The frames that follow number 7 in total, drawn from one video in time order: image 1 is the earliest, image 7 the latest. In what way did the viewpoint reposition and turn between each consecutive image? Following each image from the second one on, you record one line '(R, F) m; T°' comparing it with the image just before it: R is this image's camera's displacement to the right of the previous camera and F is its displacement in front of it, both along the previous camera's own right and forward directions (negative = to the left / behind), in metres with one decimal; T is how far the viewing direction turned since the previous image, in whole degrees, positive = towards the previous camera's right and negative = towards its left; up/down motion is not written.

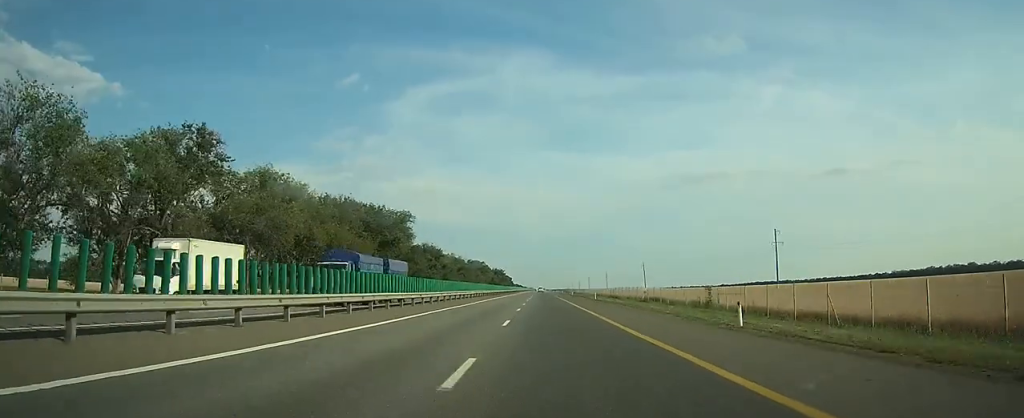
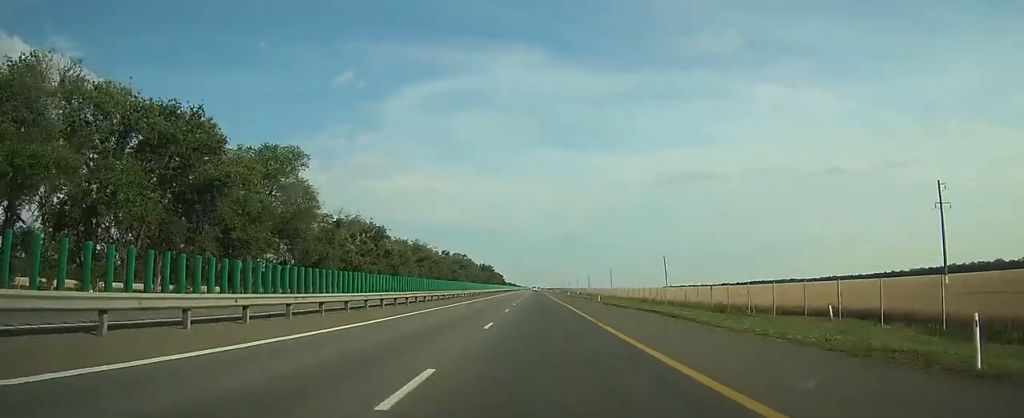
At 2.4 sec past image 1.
(+0.2, +61.8) m; 0°
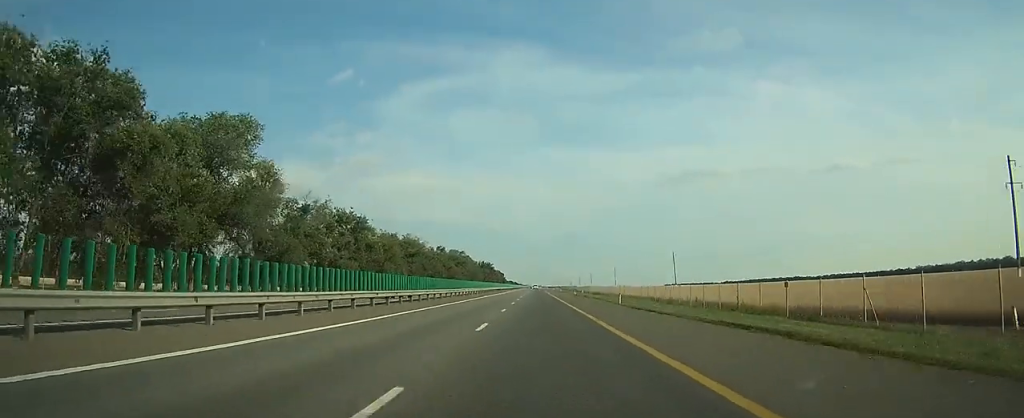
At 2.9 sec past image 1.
(0.0, +13.8) m; 0°
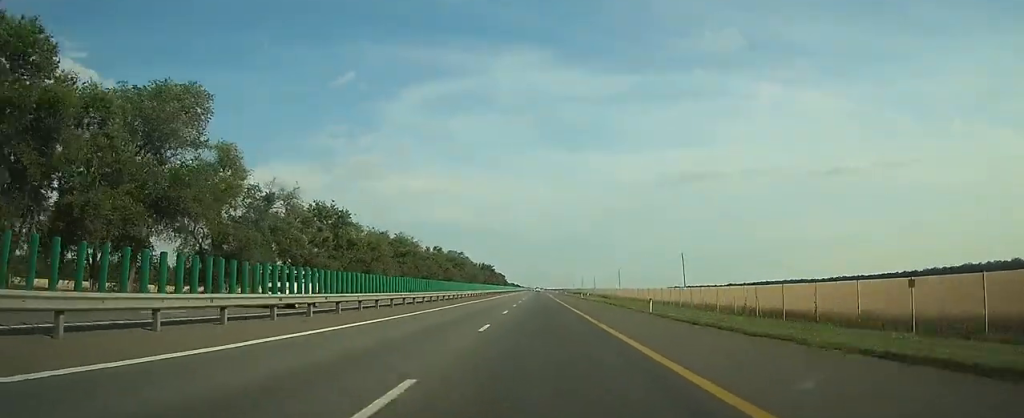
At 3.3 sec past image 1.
(0.0, +11.2) m; 0°
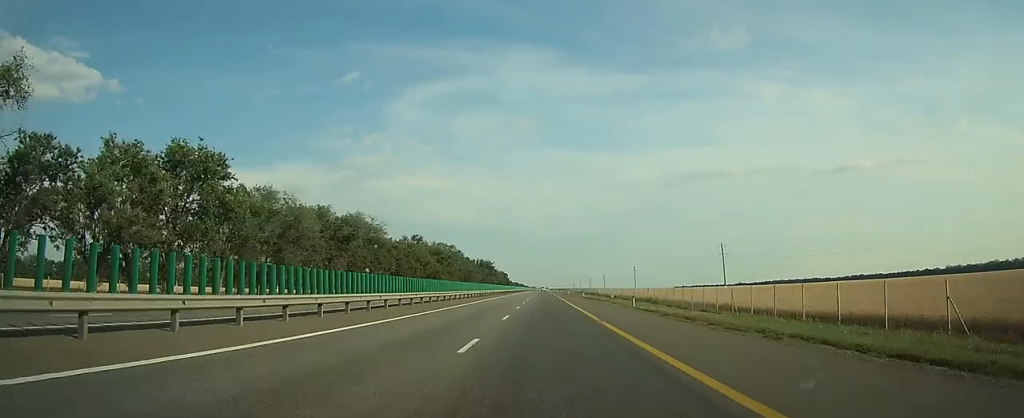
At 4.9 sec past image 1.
(-0.1, +41.3) m; 0°
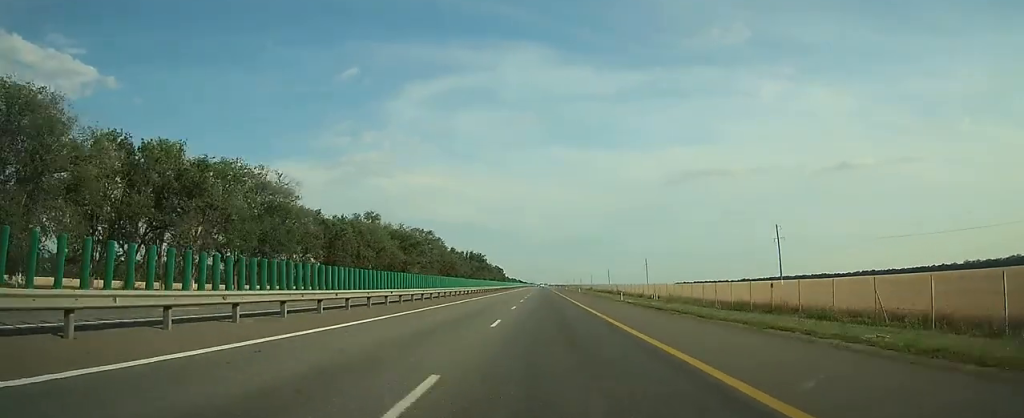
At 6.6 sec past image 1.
(-0.1, +42.2) m; 0°
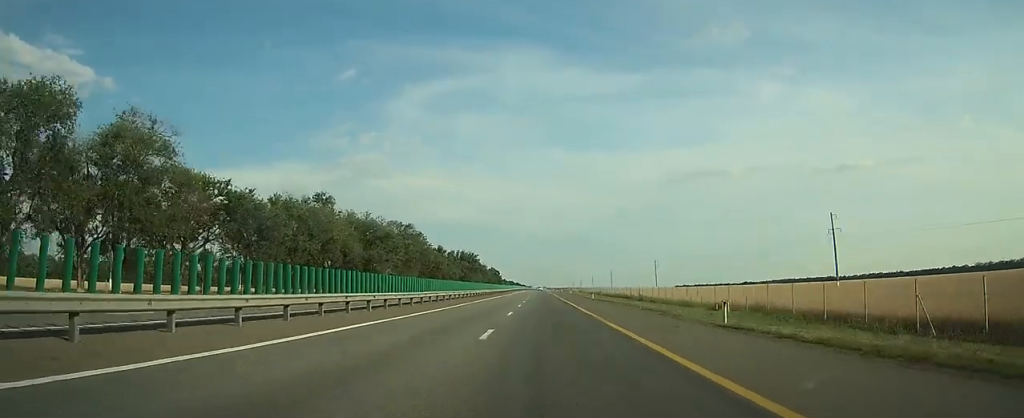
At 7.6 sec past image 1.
(+0.1, +26.8) m; 0°
